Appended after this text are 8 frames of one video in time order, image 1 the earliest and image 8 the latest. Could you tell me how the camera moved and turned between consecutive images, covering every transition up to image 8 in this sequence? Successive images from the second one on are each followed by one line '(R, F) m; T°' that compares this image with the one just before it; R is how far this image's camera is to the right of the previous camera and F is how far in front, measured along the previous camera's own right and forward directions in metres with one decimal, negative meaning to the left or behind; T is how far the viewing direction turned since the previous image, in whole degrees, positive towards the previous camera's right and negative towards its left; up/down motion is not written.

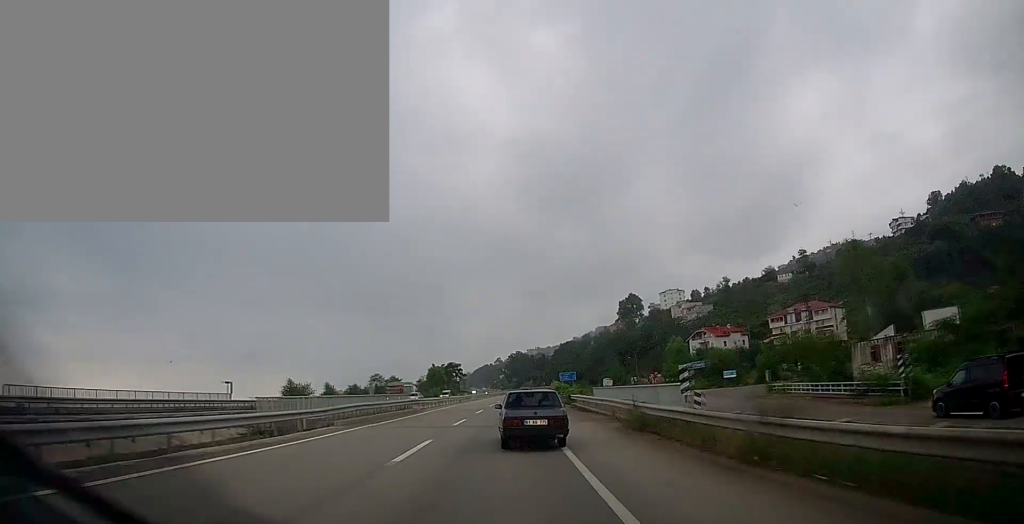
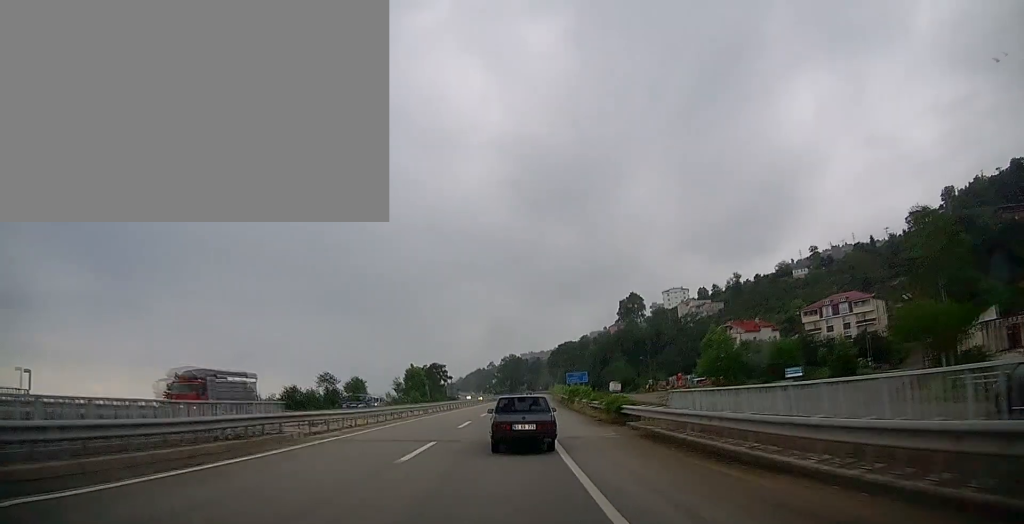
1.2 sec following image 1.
(+0.4, +22.7) m; +1°
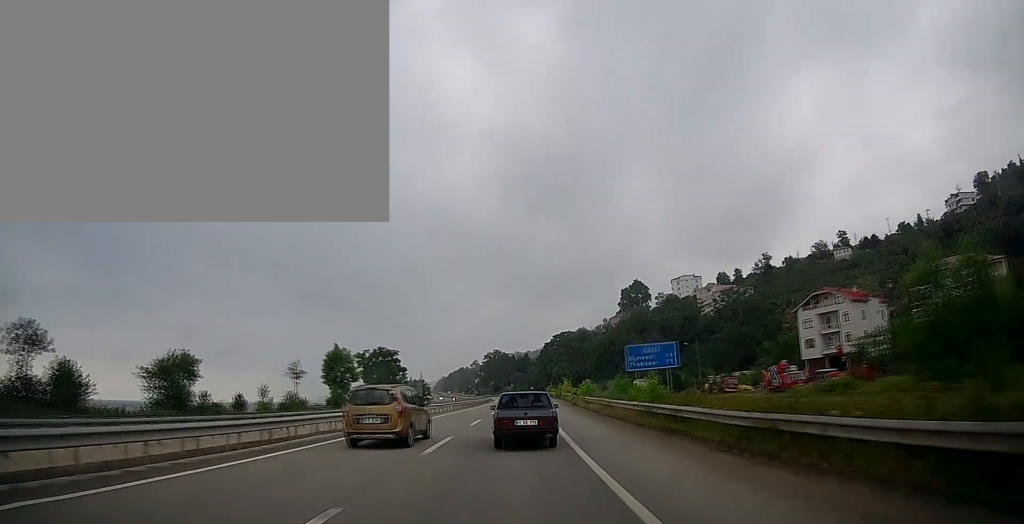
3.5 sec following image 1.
(+0.7, +46.2) m; +1°
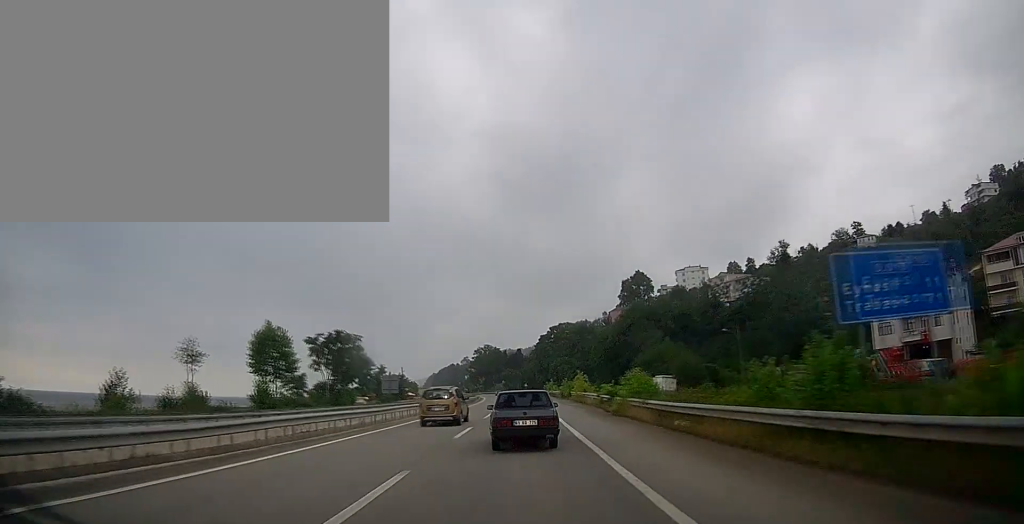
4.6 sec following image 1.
(-0.2, +20.5) m; 0°
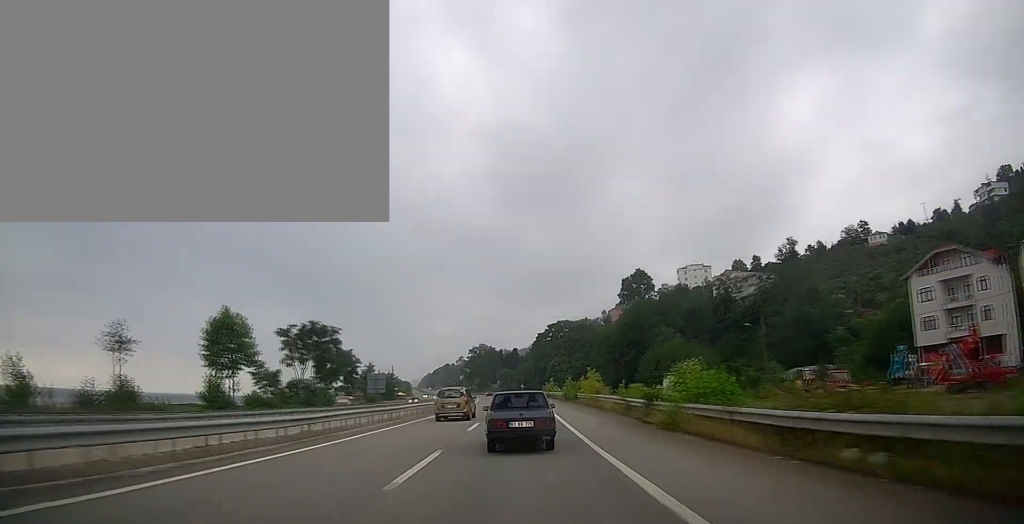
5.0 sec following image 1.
(0.0, +8.7) m; +1°
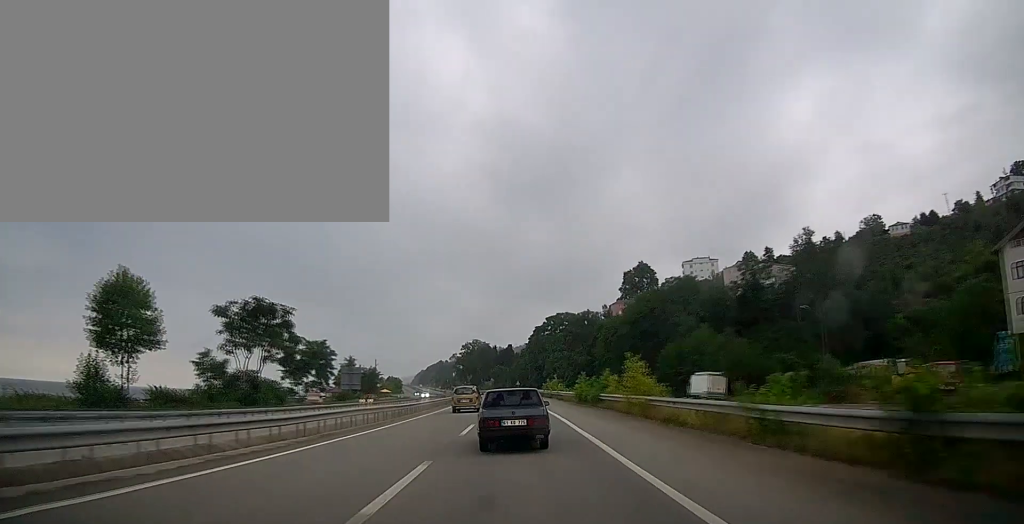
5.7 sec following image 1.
(+0.2, +14.8) m; +2°
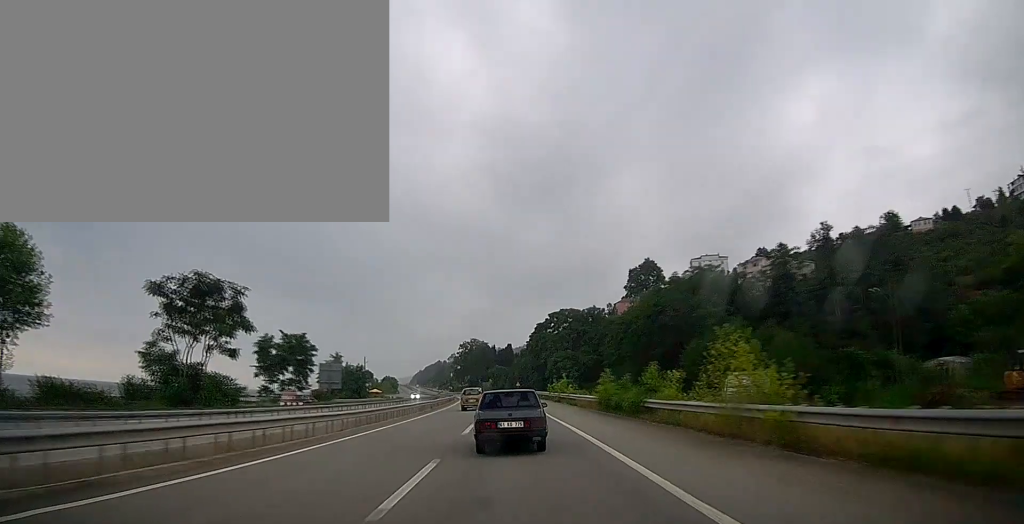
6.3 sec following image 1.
(+0.2, +11.2) m; 0°
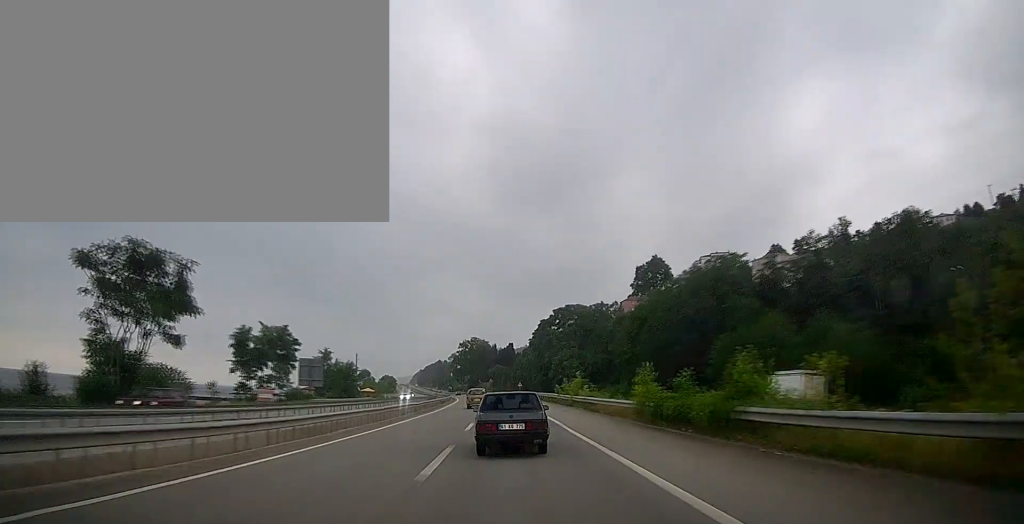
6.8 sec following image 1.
(+0.2, +9.2) m; 0°
